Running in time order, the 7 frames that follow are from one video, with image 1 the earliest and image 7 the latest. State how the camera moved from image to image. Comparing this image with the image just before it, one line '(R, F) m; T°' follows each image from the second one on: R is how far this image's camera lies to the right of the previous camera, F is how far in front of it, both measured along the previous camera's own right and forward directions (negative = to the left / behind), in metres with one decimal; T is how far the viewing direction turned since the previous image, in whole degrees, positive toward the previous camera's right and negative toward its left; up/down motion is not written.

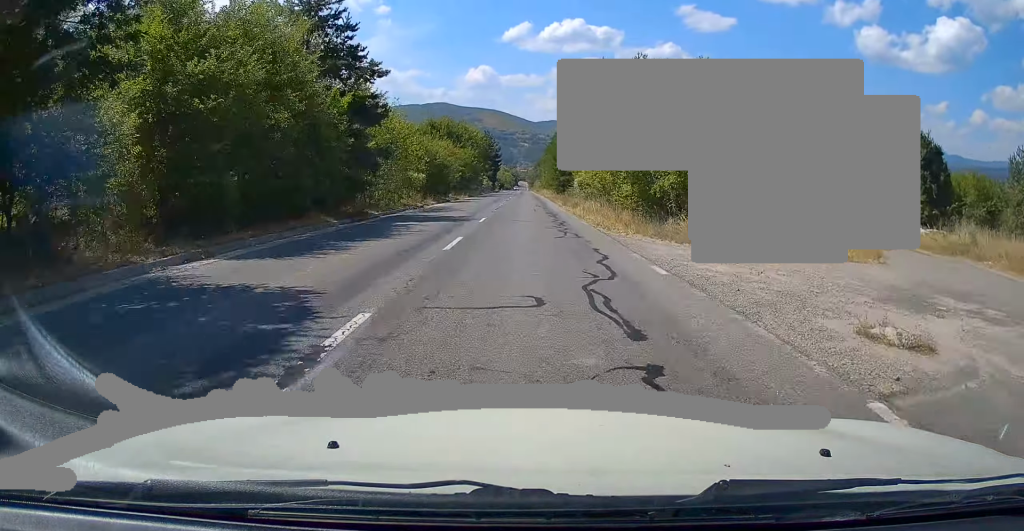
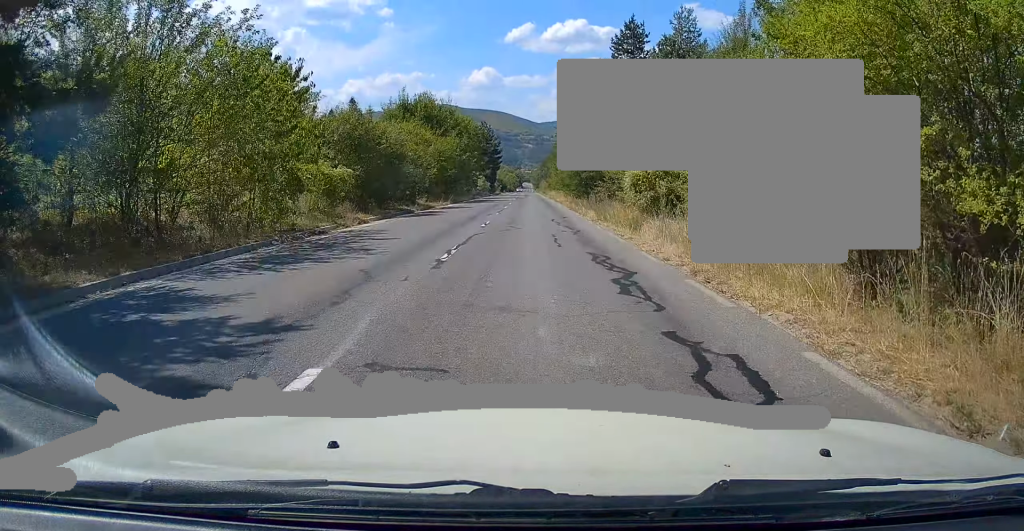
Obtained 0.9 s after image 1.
(0.0, +20.0) m; -1°
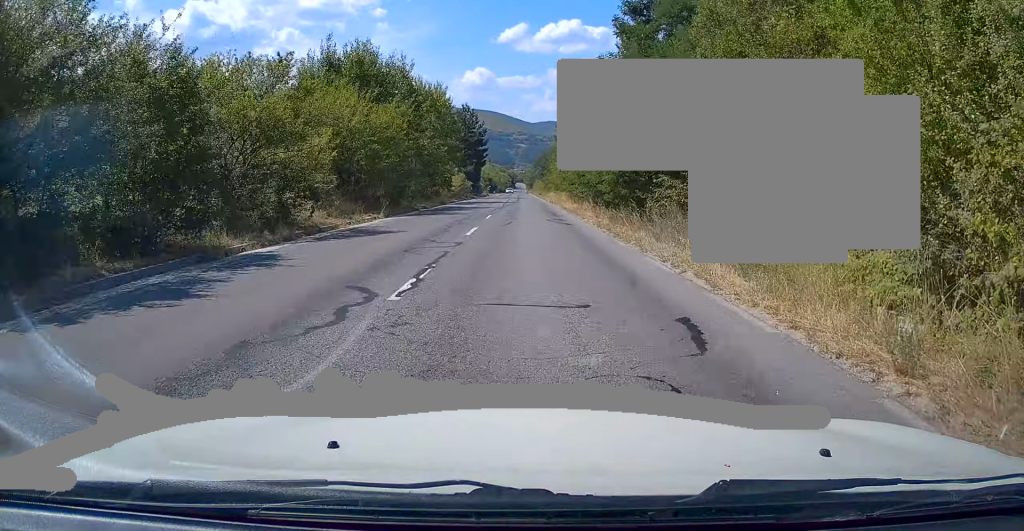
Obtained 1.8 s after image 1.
(-0.2, +21.6) m; -1°
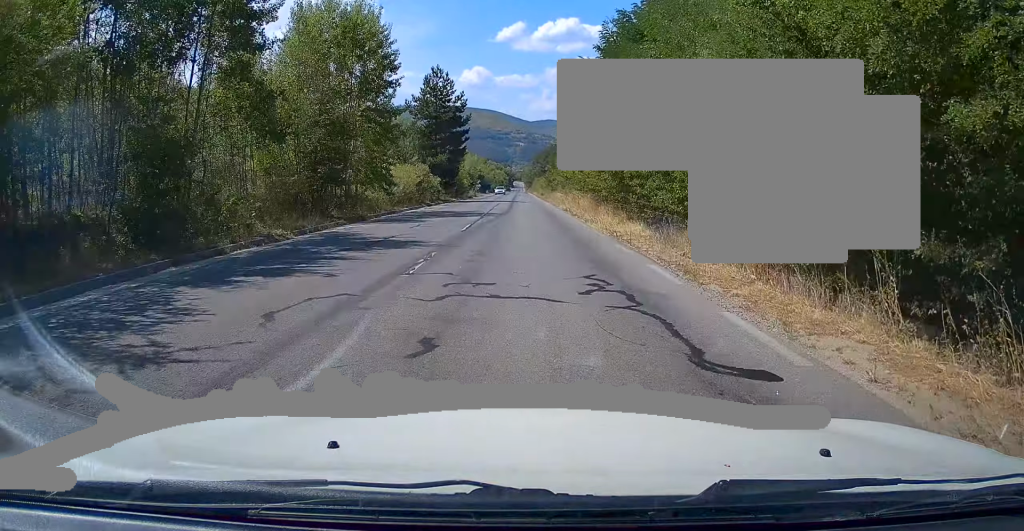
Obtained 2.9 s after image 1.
(0.0, +25.6) m; 0°
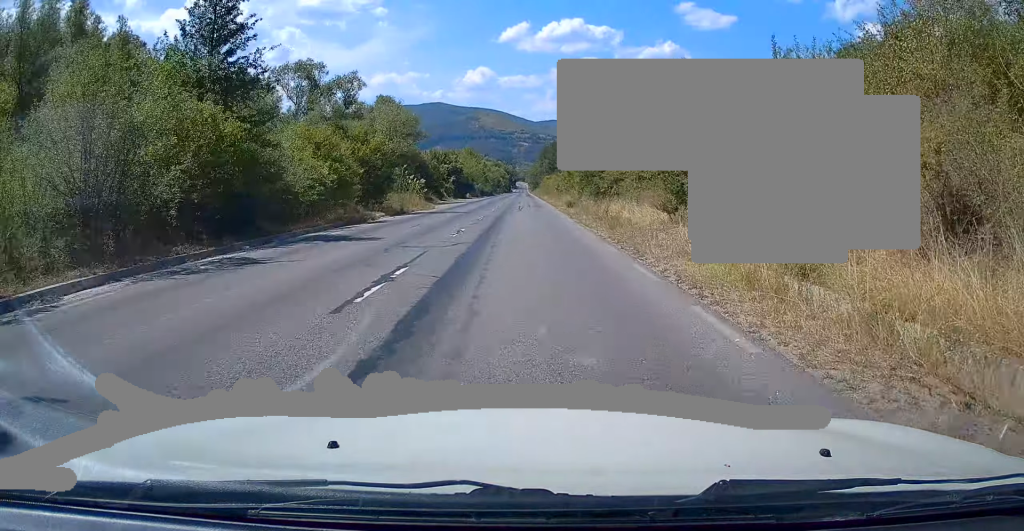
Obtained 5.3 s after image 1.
(0.0, +55.9) m; 0°
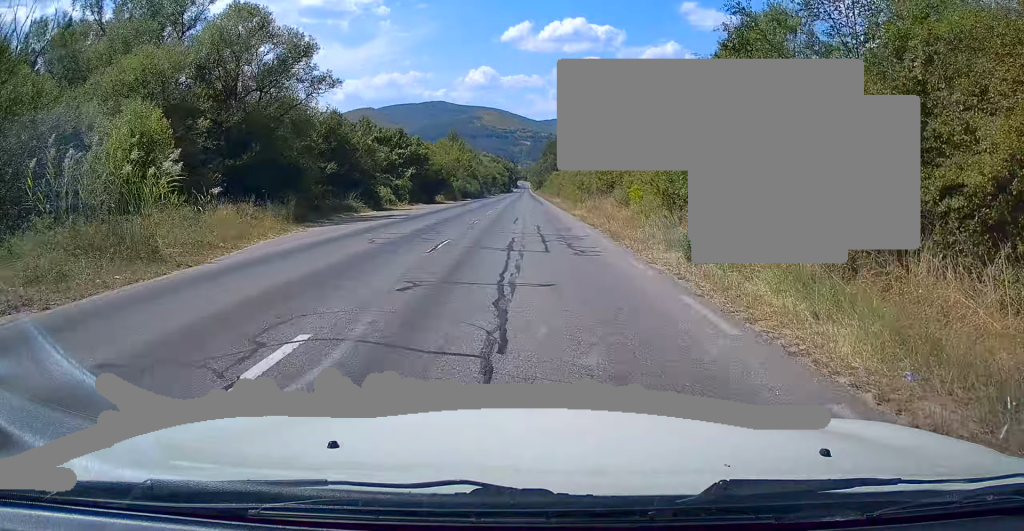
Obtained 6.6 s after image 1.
(-0.3, +30.9) m; 0°
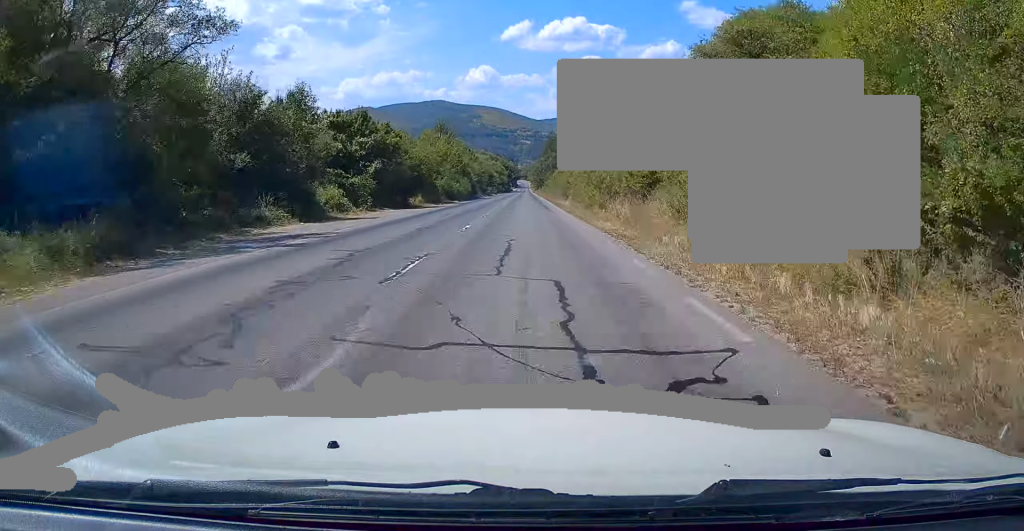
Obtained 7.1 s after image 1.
(+0.1, +12.1) m; 0°
